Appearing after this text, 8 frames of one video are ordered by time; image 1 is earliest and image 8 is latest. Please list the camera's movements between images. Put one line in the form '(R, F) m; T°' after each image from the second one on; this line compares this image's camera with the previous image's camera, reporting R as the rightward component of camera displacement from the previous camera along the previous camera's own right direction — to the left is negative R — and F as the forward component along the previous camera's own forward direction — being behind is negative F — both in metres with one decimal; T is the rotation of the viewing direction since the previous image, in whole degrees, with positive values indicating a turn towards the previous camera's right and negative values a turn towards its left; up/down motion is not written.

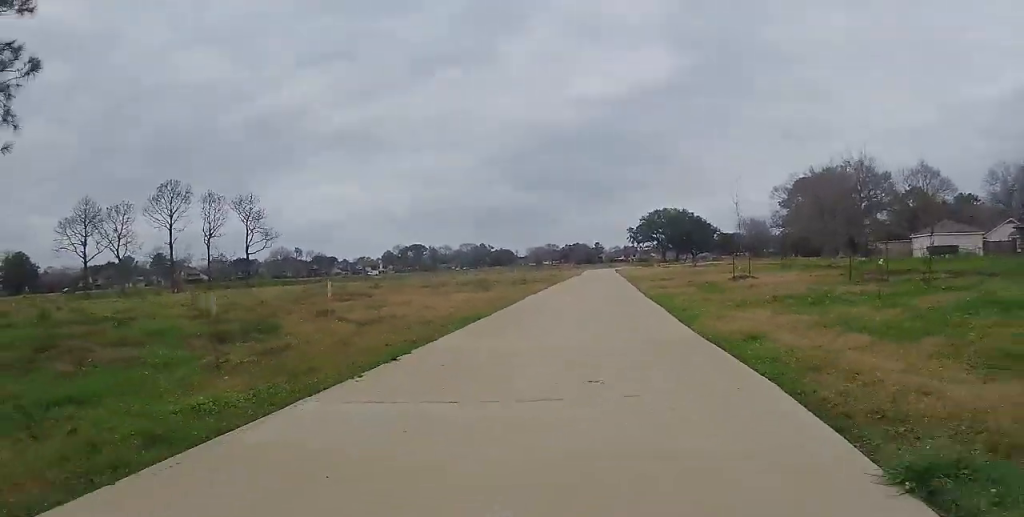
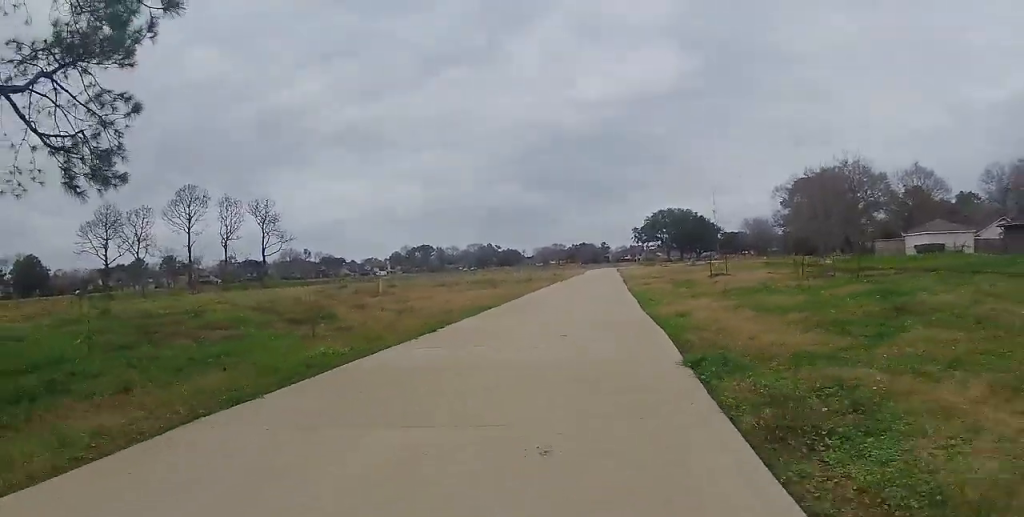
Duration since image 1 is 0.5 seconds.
(-0.1, +2.7) m; -2°
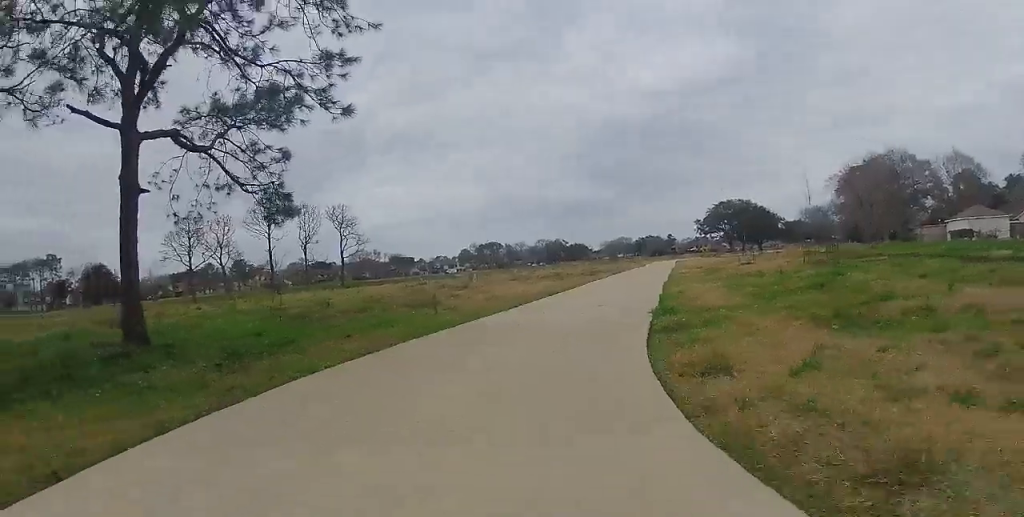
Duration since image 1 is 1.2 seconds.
(0.0, +4.2) m; -6°
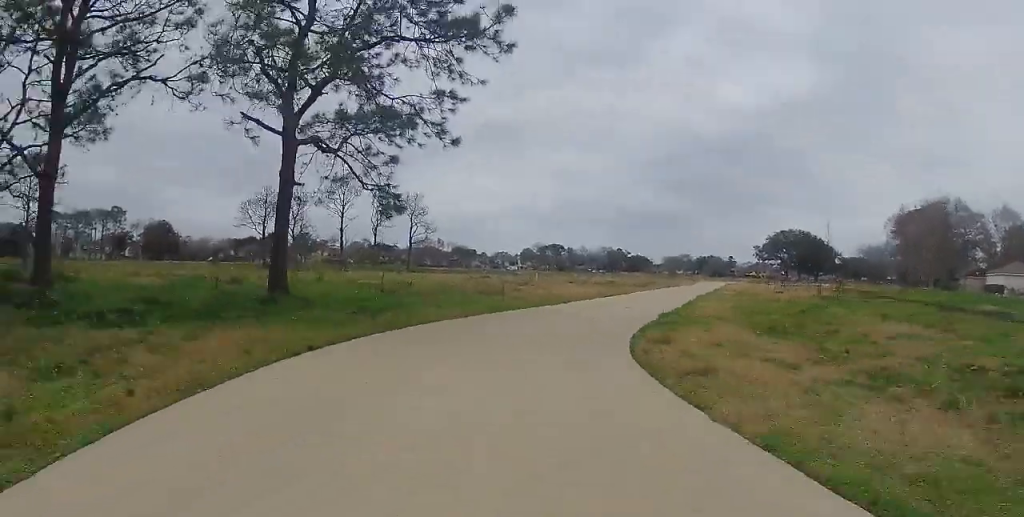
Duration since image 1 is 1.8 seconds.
(-0.2, +3.4) m; -3°
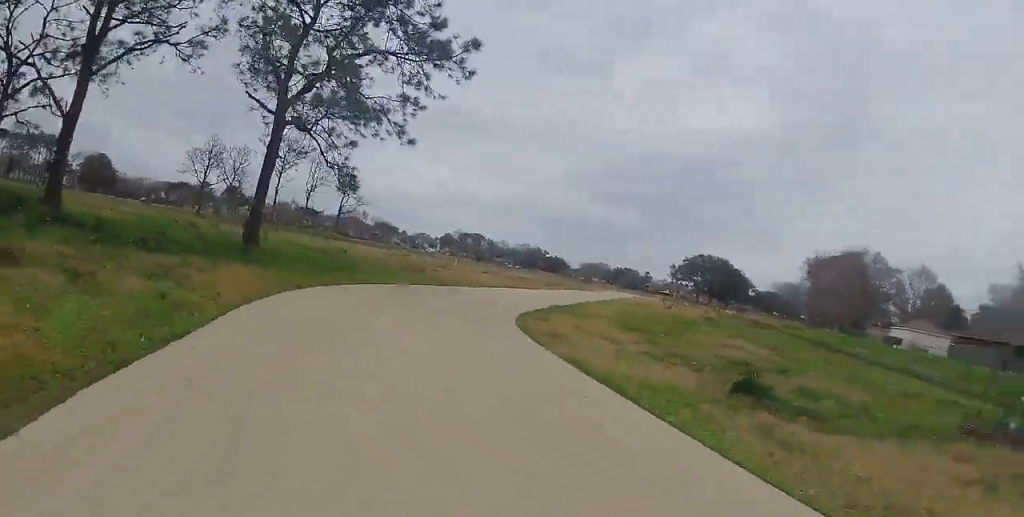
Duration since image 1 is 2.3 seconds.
(-0.4, +3.0) m; -1°
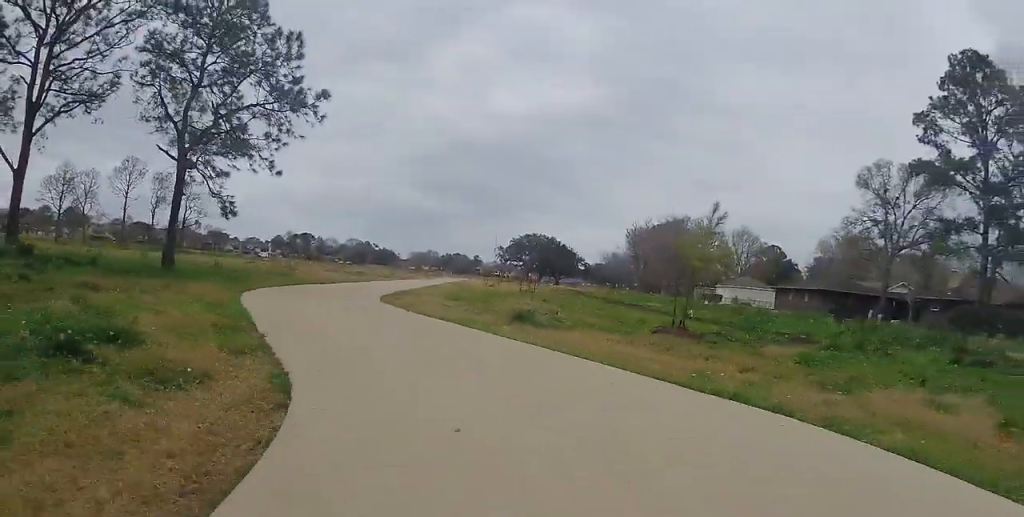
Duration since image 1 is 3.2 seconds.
(+0.4, +4.9) m; +11°
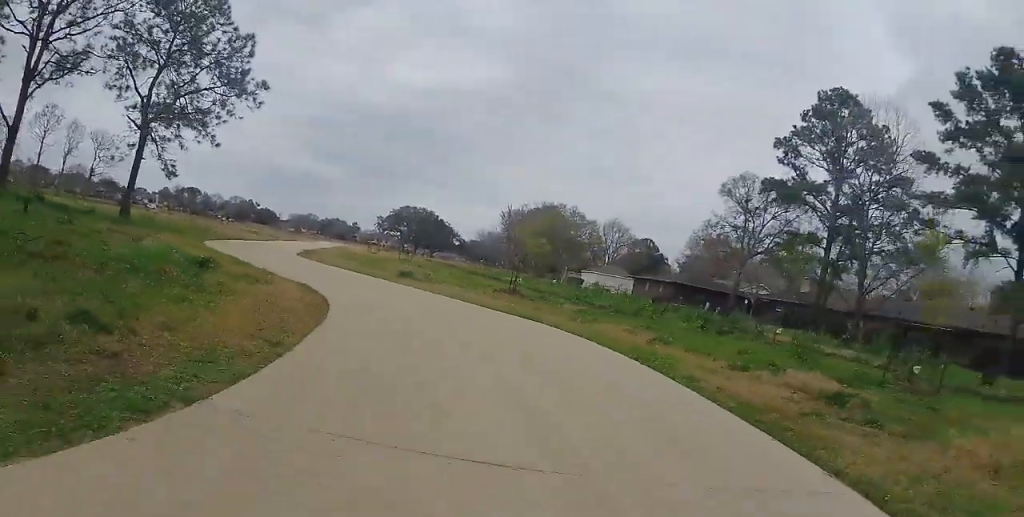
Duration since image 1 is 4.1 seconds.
(+0.6, +4.7) m; +15°
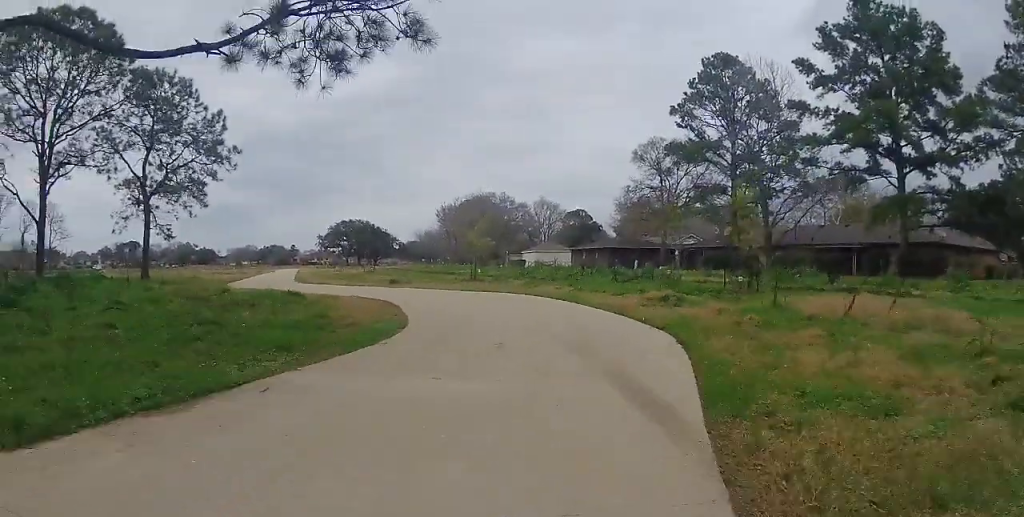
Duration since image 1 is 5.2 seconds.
(+1.0, +5.2) m; +18°
